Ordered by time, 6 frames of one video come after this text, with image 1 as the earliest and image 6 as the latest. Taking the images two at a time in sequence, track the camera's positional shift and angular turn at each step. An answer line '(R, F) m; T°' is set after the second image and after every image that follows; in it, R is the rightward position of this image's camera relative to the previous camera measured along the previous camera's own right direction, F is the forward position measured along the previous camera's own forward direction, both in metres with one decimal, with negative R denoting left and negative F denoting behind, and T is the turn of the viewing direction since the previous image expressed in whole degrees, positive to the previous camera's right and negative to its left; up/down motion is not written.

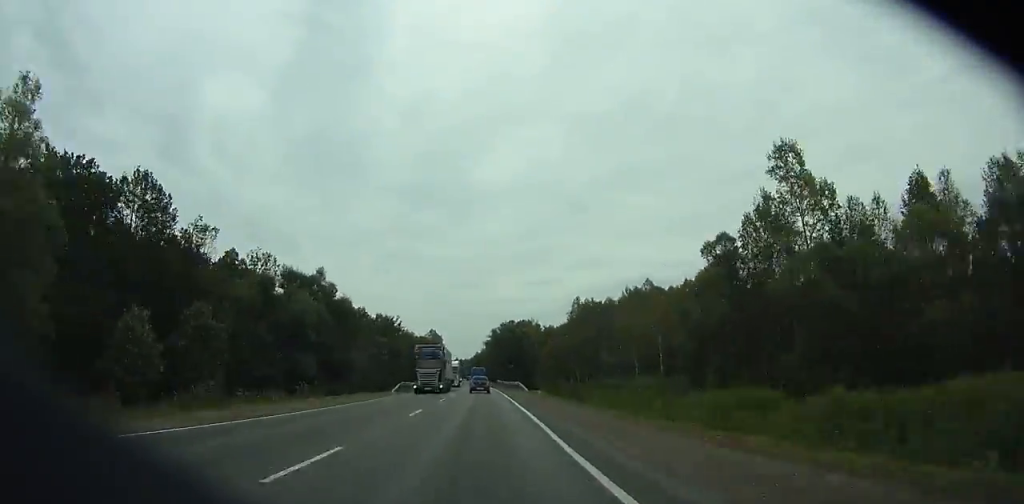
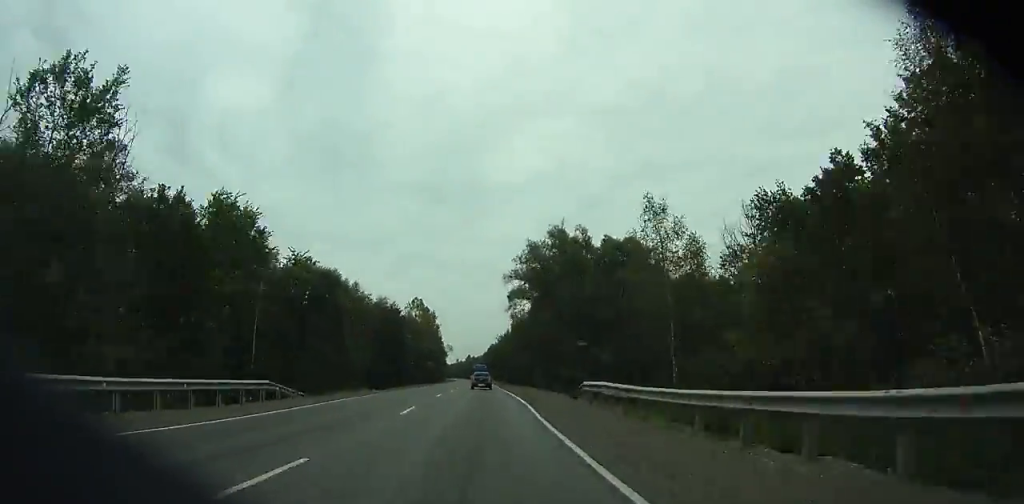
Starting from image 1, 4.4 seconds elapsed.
(-2.2, +98.5) m; -2°
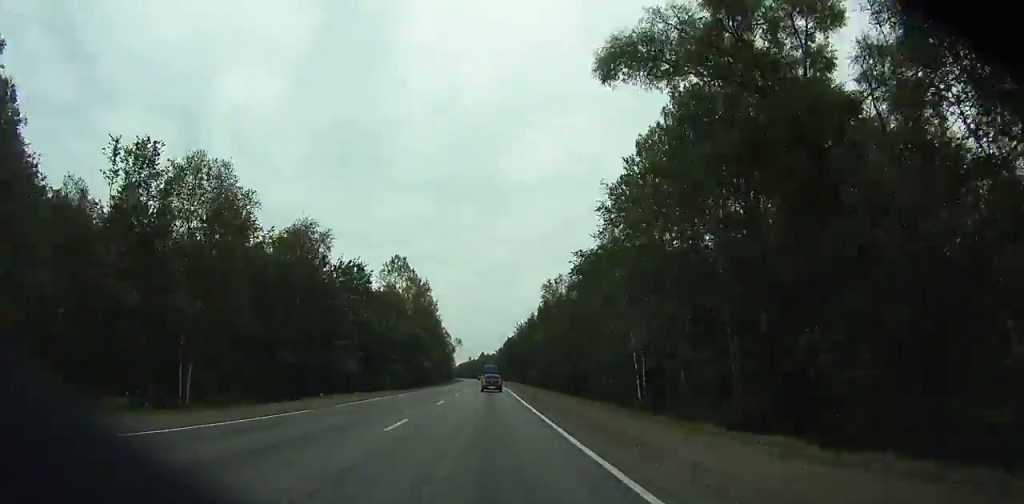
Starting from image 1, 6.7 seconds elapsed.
(+0.1, +51.9) m; -1°
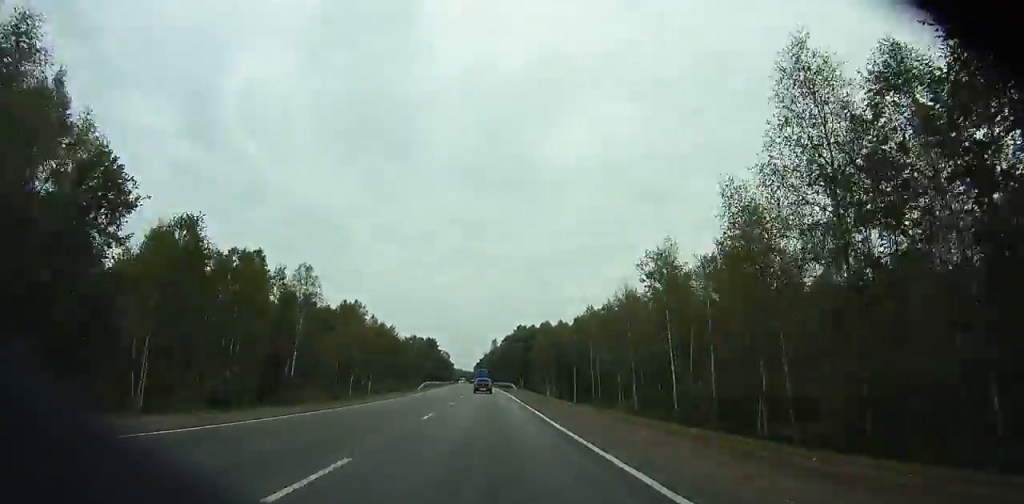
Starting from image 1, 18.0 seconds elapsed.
(-9.6, +256.9) m; -4°
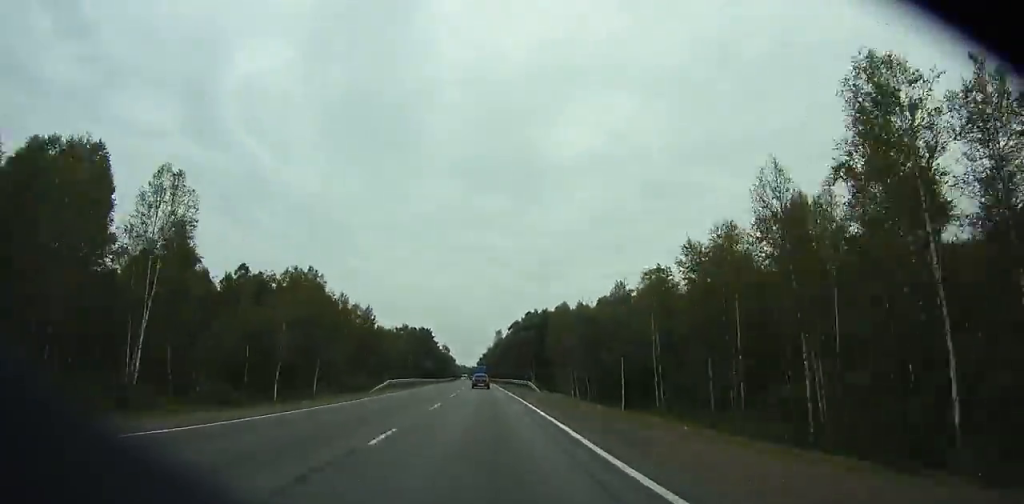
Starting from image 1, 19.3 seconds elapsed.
(-0.2, +30.0) m; 0°
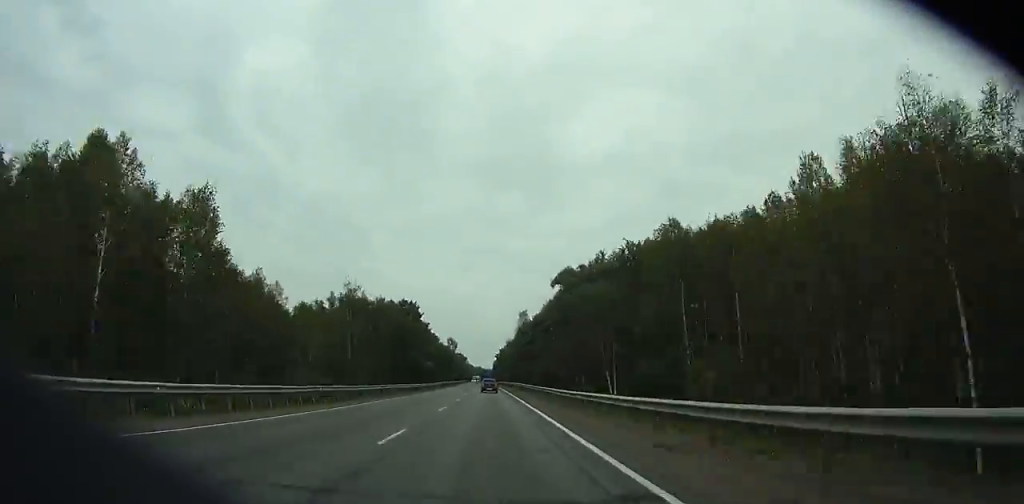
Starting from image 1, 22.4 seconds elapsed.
(-0.2, +71.8) m; -1°
